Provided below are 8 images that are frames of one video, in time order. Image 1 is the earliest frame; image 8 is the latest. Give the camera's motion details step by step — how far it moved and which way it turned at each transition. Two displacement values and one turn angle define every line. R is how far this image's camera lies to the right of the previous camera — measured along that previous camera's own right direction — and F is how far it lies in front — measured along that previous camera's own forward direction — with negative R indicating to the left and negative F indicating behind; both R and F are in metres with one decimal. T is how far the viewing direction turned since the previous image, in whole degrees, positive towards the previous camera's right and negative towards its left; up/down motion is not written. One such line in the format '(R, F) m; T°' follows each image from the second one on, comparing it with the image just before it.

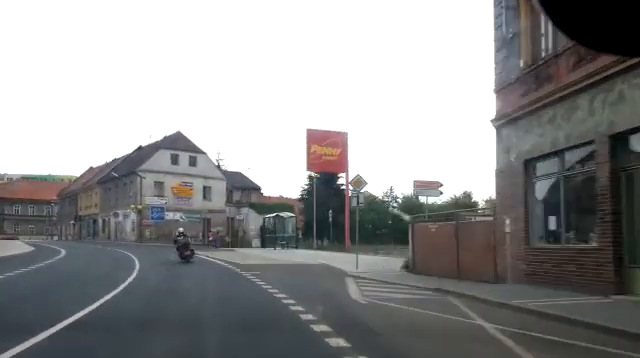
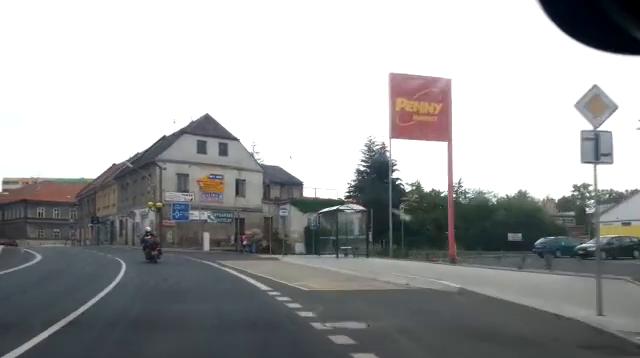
(-0.2, +10.8) m; -5°
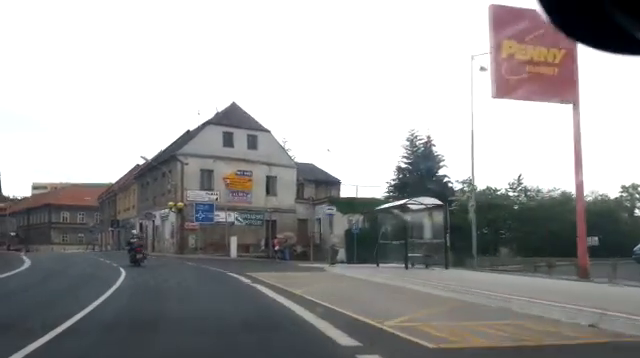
(-0.1, +5.9) m; -5°
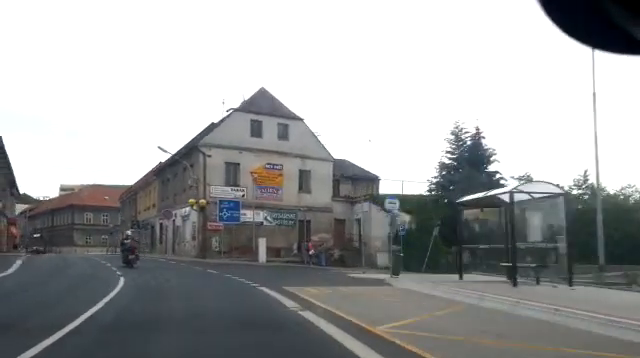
(+0.1, +5.0) m; -4°
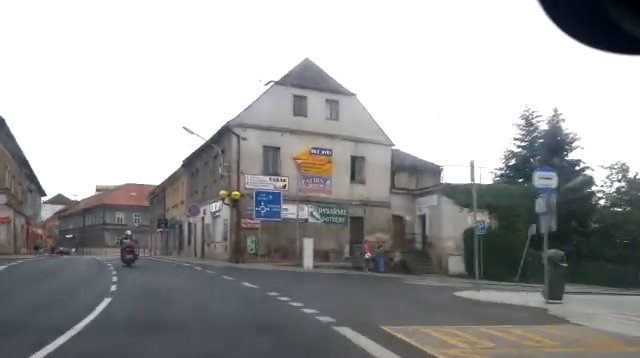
(-0.9, +6.8) m; -5°
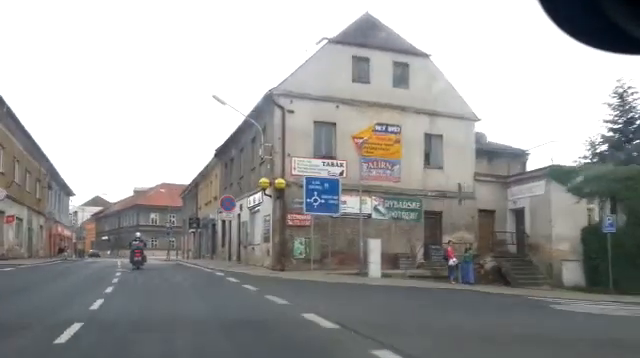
(-0.3, +6.3) m; -4°
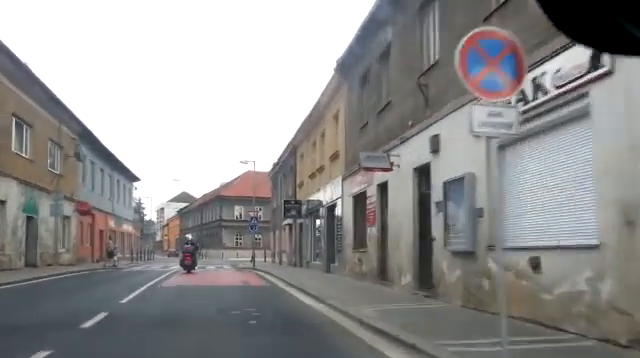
(-0.3, +16.9) m; -1°
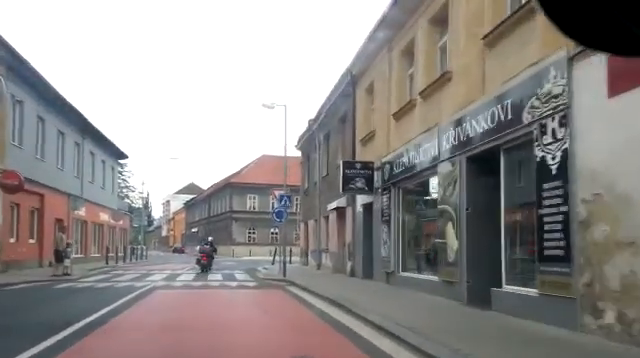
(-0.2, +12.0) m; -4°
